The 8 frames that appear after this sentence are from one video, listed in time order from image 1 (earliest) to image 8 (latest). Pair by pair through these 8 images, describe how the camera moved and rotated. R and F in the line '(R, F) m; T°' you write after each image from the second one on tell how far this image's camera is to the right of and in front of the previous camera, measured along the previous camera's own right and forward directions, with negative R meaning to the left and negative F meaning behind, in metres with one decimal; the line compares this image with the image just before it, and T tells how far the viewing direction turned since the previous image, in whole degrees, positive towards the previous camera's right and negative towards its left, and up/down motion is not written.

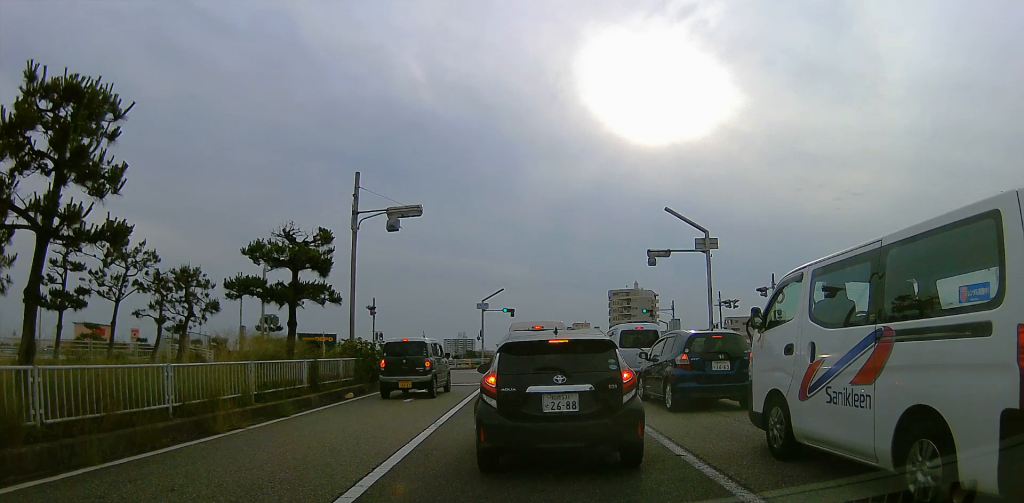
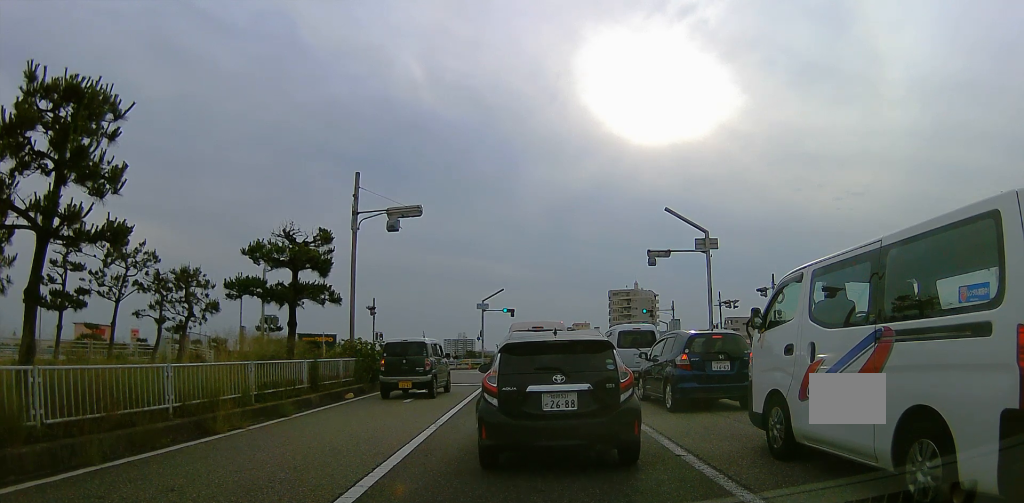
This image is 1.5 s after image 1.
(0.0, 0.0) m; 0°
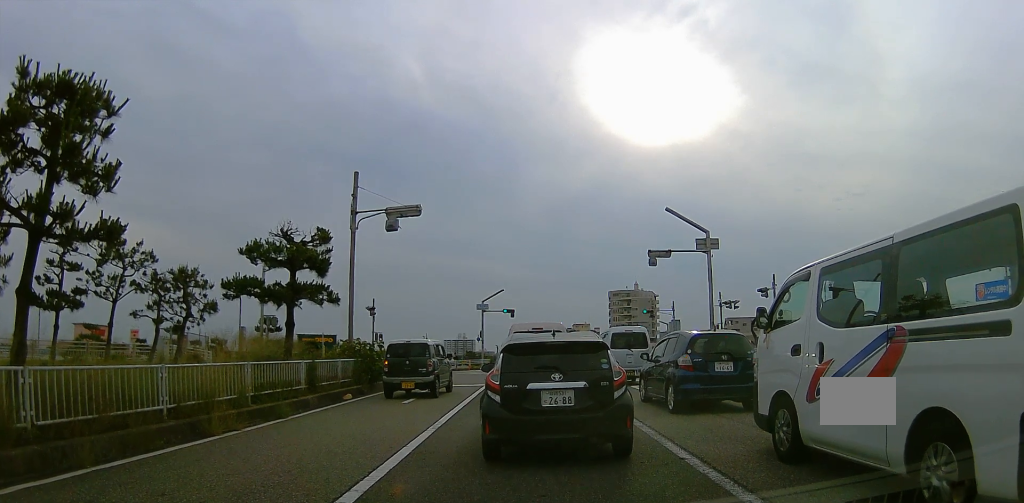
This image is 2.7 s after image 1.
(0.0, 0.0) m; 0°
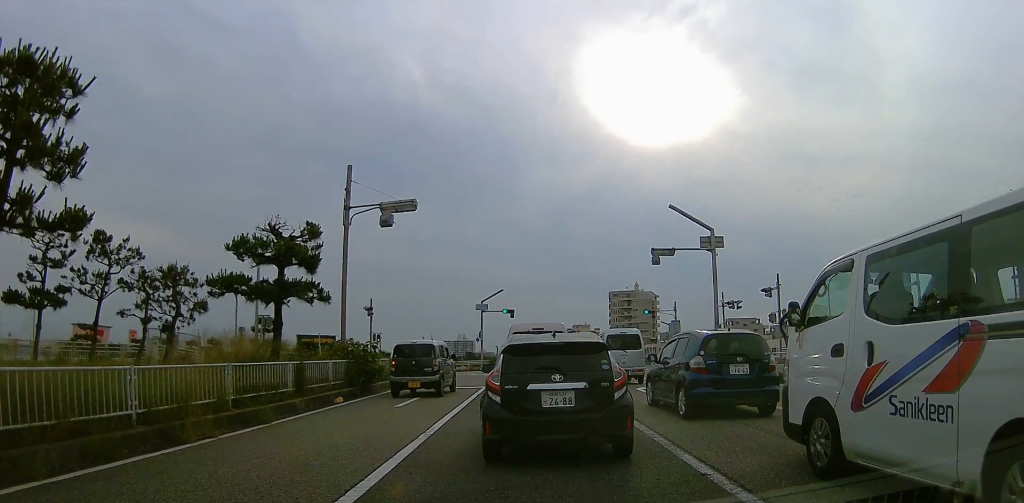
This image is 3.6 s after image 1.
(0.0, +0.2) m; 0°
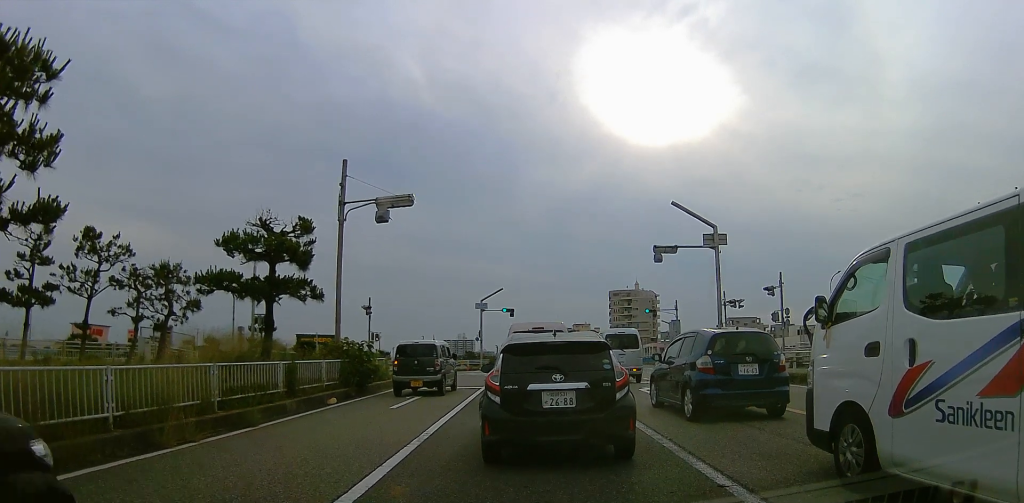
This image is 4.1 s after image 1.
(0.0, +0.3) m; 0°
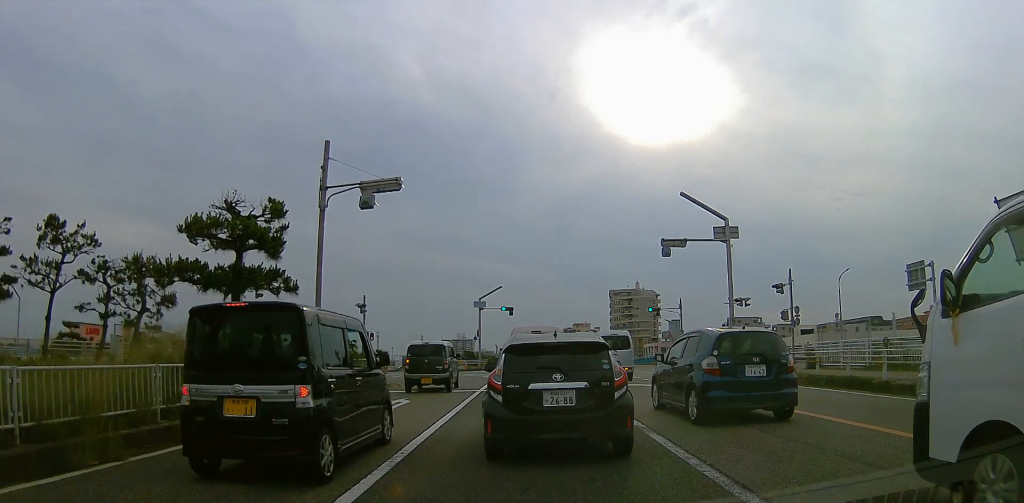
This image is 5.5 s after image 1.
(0.0, +1.7) m; 0°
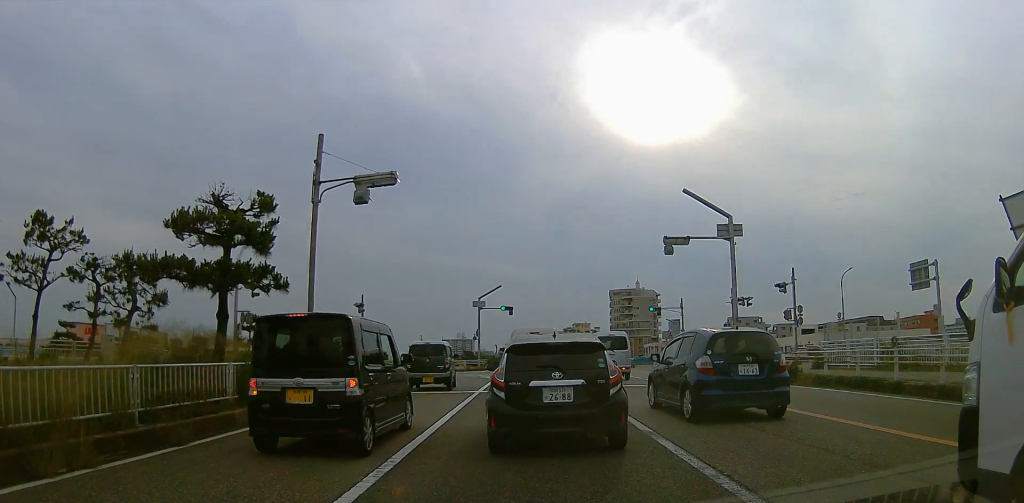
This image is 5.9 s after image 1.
(0.0, +0.7) m; 0°
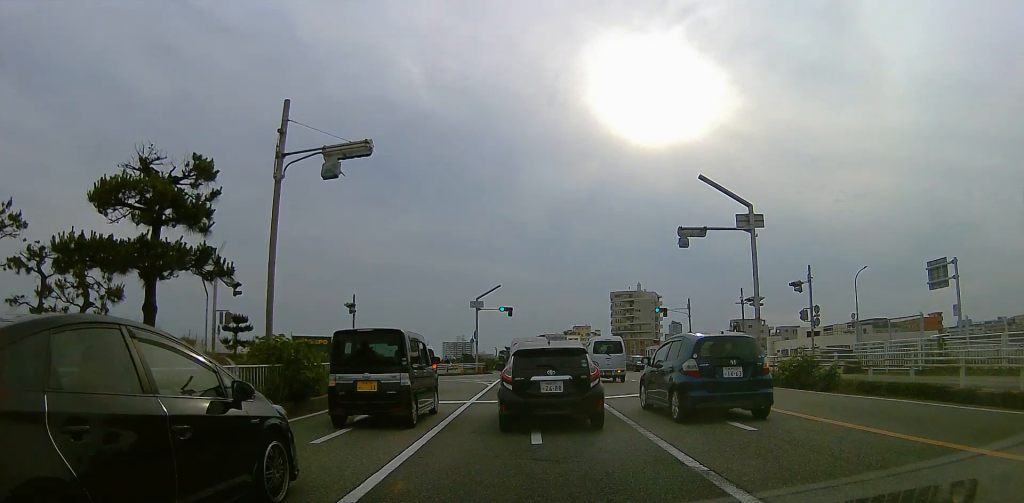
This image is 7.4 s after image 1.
(0.0, +2.9) m; 0°
